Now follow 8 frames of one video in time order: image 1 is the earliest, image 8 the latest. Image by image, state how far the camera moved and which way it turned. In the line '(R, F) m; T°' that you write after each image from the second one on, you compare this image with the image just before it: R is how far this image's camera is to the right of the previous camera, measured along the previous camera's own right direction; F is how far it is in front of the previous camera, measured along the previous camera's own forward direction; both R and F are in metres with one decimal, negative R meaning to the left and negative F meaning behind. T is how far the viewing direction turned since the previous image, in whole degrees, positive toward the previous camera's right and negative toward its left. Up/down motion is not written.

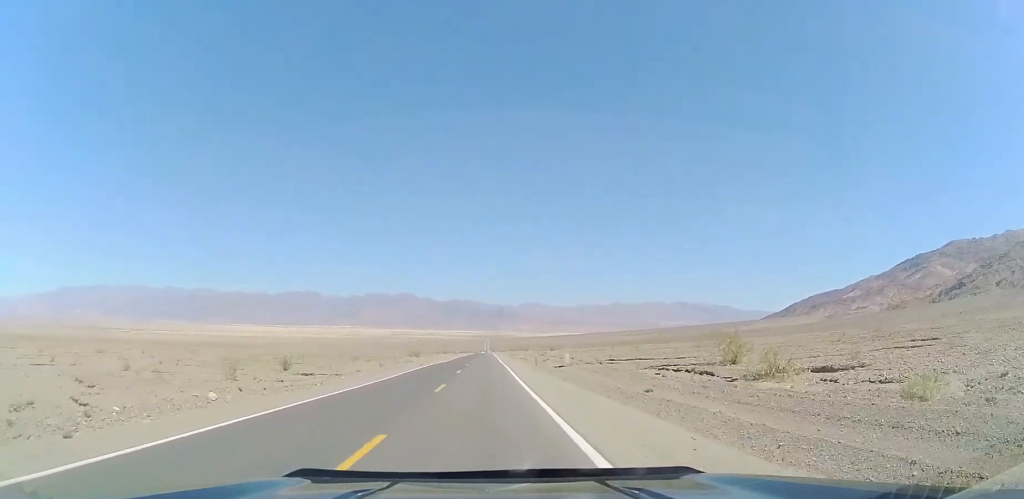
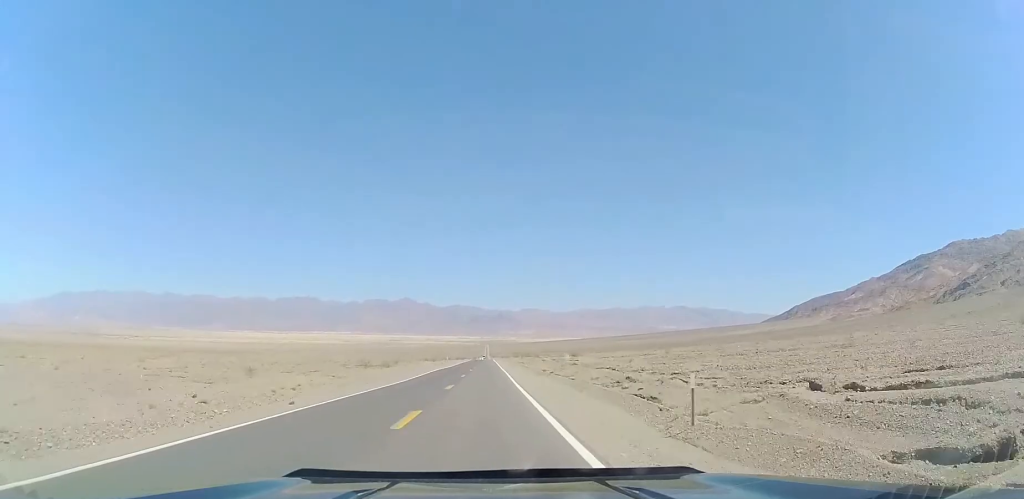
(+0.3, +38.4) m; 0°
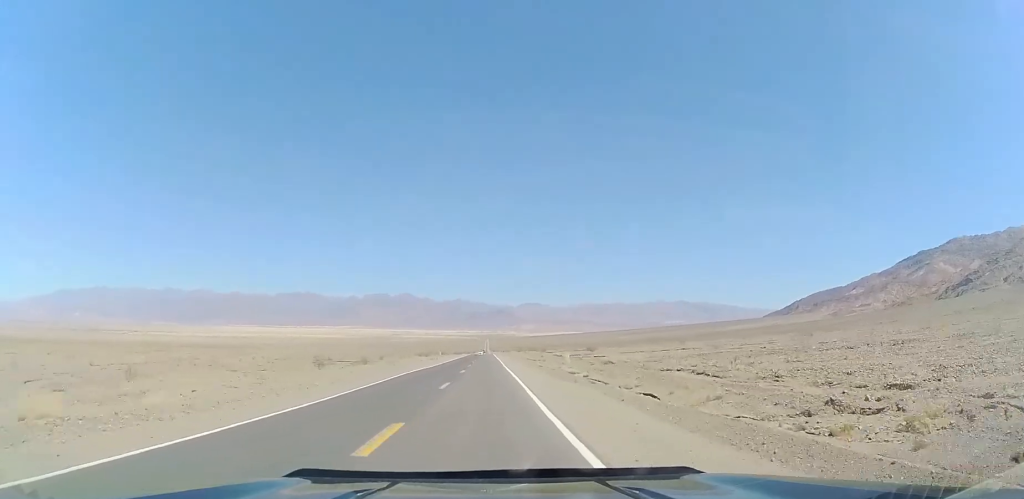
(-0.1, +18.0) m; 0°
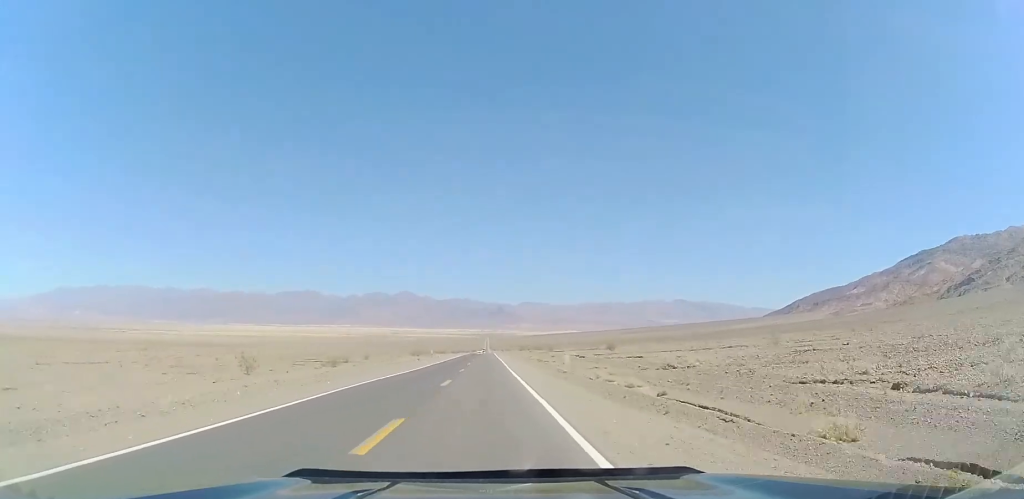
(-0.2, +14.8) m; 0°
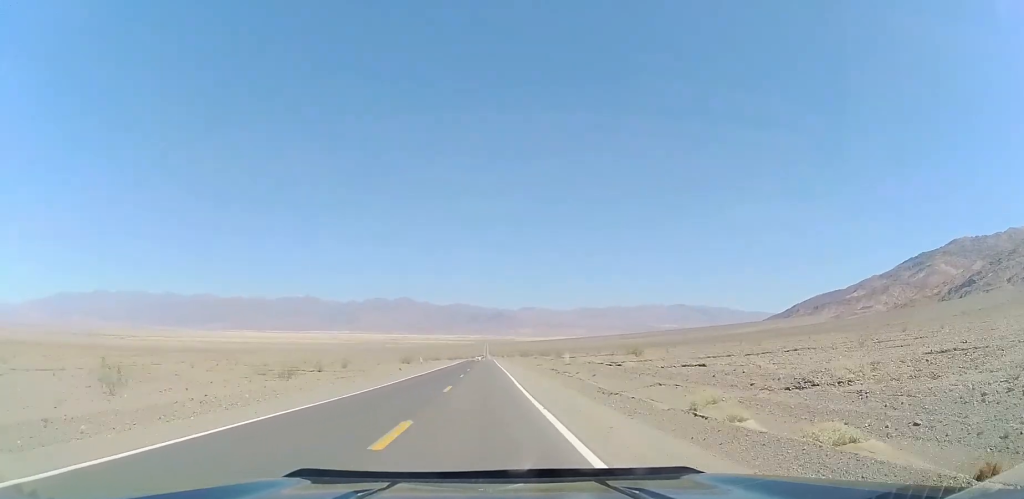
(+0.1, +13.7) m; 0°
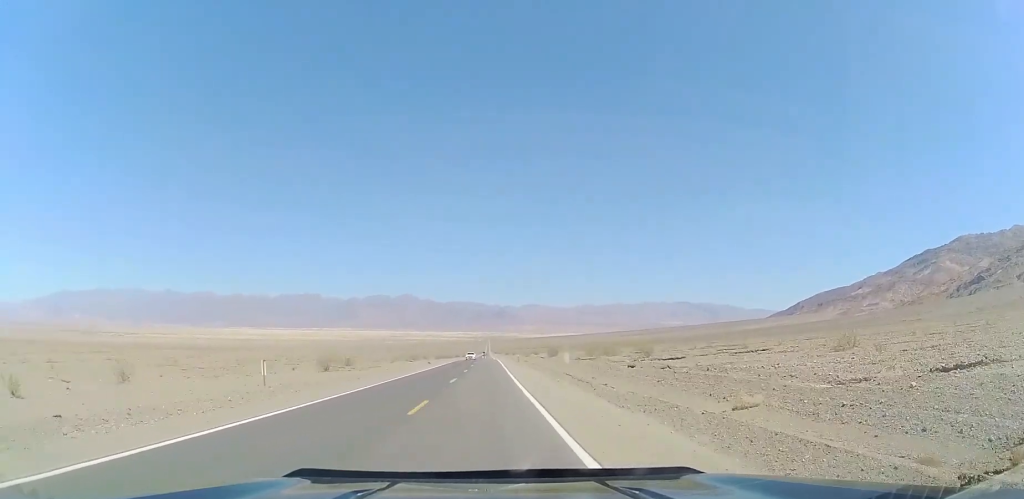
(+0.3, +53.5) m; 0°
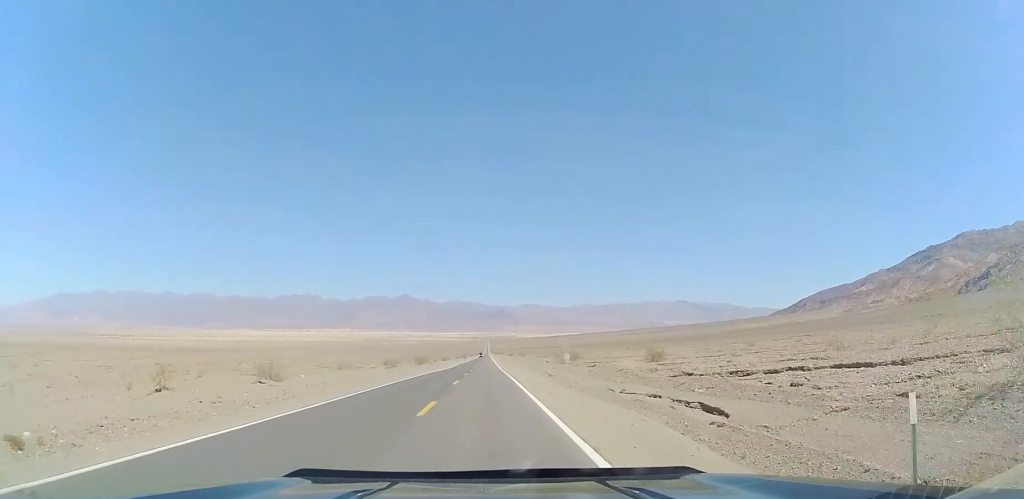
(-1.0, +72.9) m; -1°
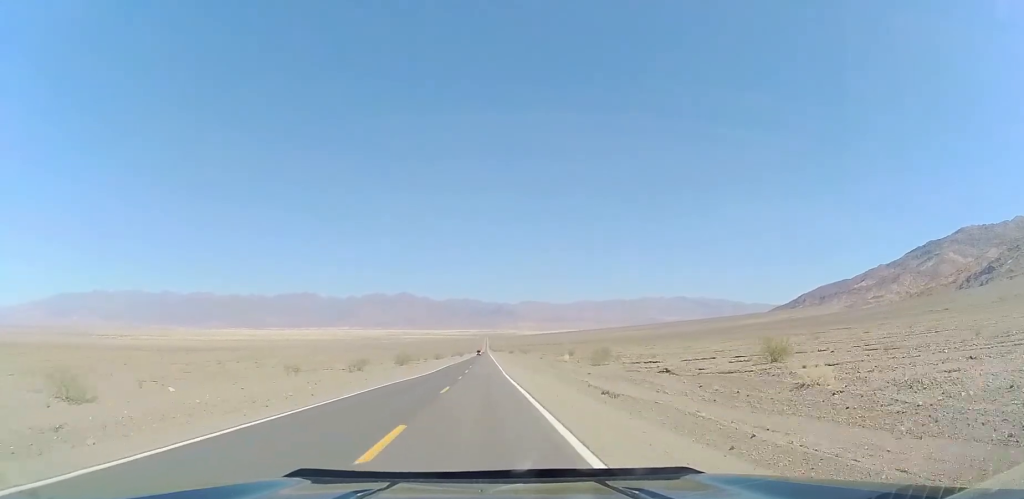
(-0.2, +20.7) m; +1°
